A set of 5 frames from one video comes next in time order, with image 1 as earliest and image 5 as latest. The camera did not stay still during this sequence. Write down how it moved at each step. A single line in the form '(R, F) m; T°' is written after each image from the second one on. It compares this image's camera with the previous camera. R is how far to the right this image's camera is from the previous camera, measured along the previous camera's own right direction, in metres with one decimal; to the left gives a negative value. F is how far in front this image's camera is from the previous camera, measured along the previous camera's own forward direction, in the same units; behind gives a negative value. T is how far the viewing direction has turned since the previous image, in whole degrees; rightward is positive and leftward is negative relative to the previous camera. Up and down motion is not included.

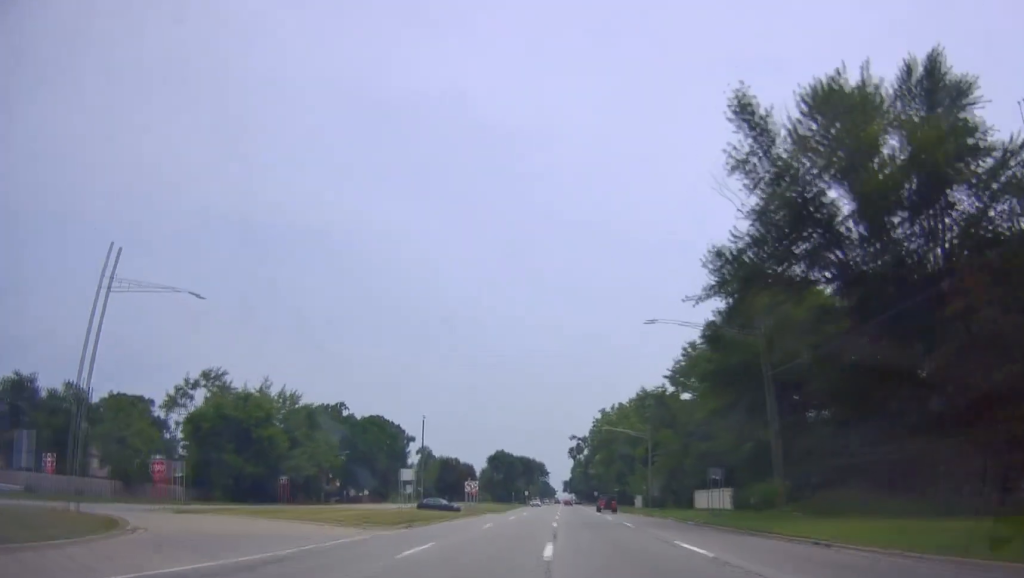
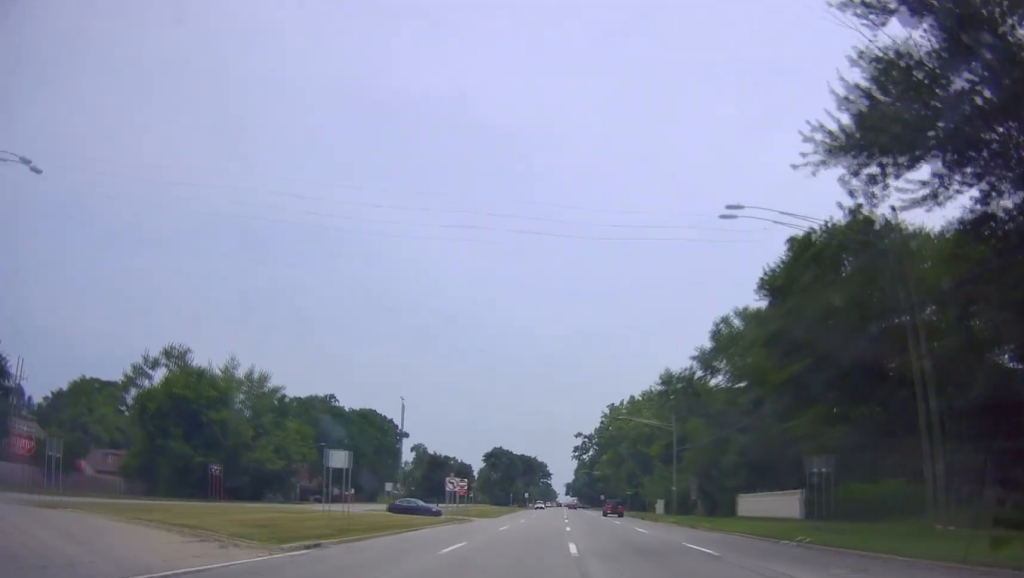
(+0.2, +13.7) m; -1°
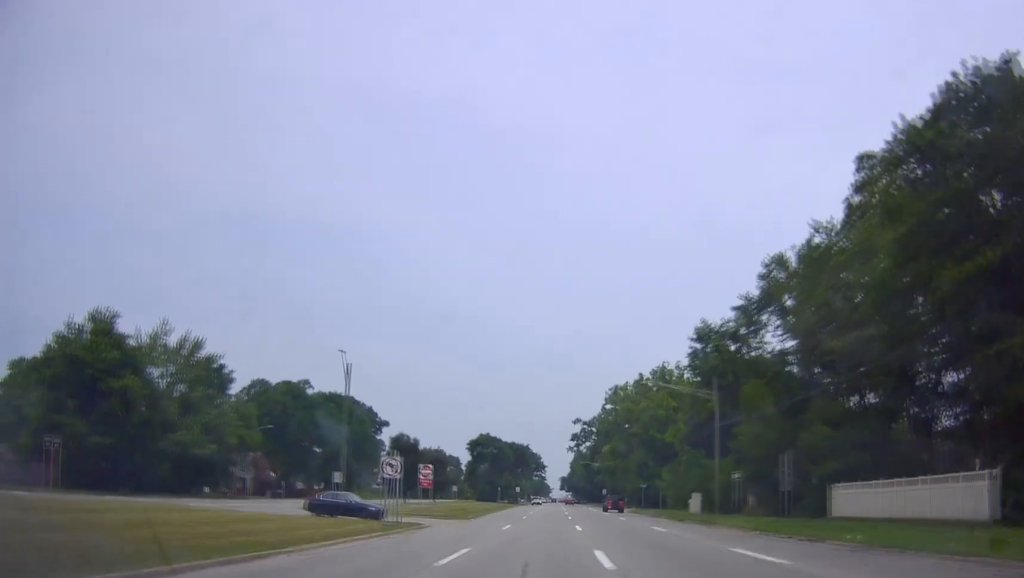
(-0.6, +18.3) m; -1°
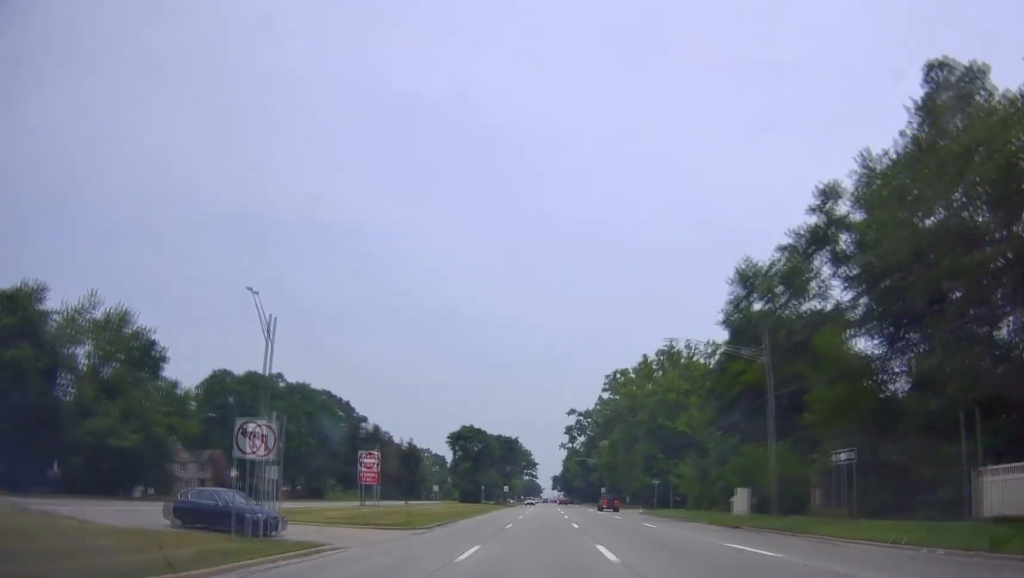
(0.0, +14.1) m; 0°
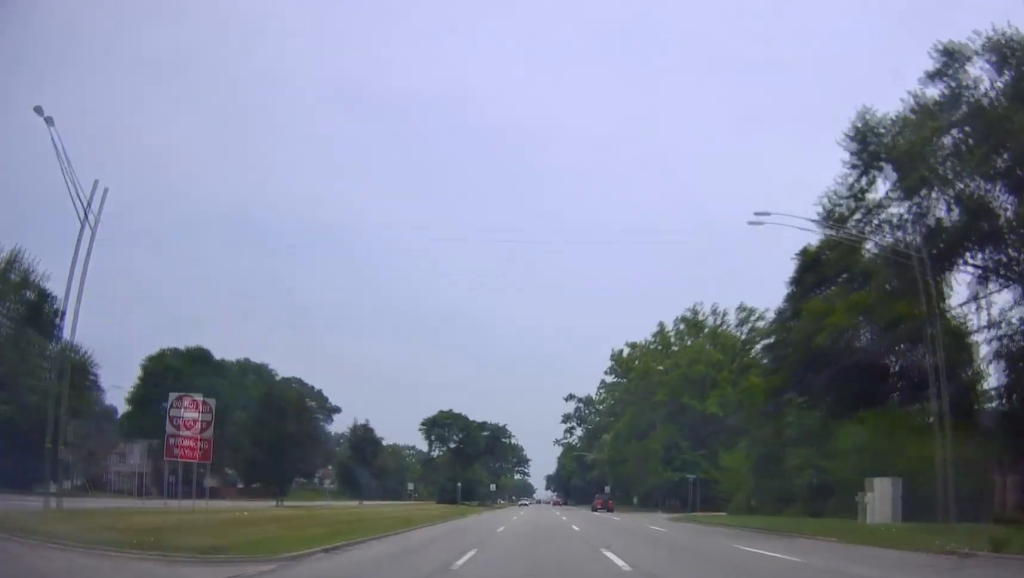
(+0.1, +17.9) m; 0°
